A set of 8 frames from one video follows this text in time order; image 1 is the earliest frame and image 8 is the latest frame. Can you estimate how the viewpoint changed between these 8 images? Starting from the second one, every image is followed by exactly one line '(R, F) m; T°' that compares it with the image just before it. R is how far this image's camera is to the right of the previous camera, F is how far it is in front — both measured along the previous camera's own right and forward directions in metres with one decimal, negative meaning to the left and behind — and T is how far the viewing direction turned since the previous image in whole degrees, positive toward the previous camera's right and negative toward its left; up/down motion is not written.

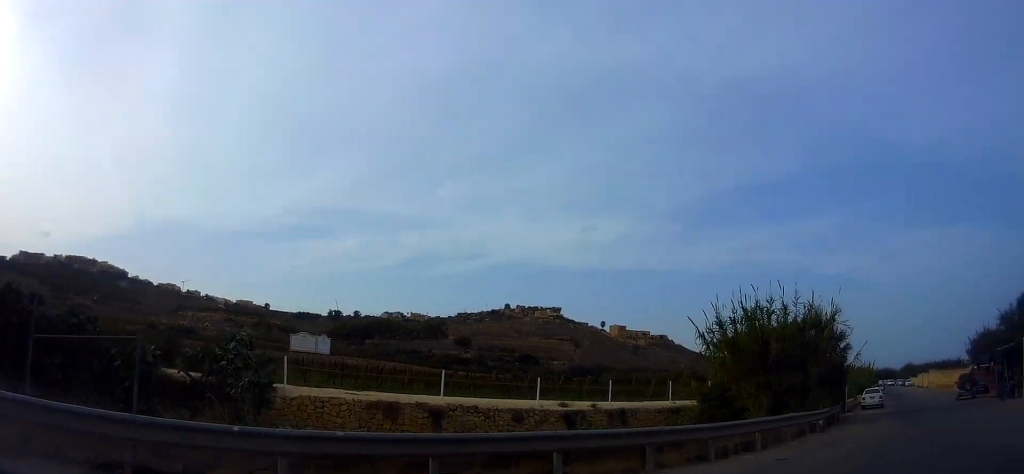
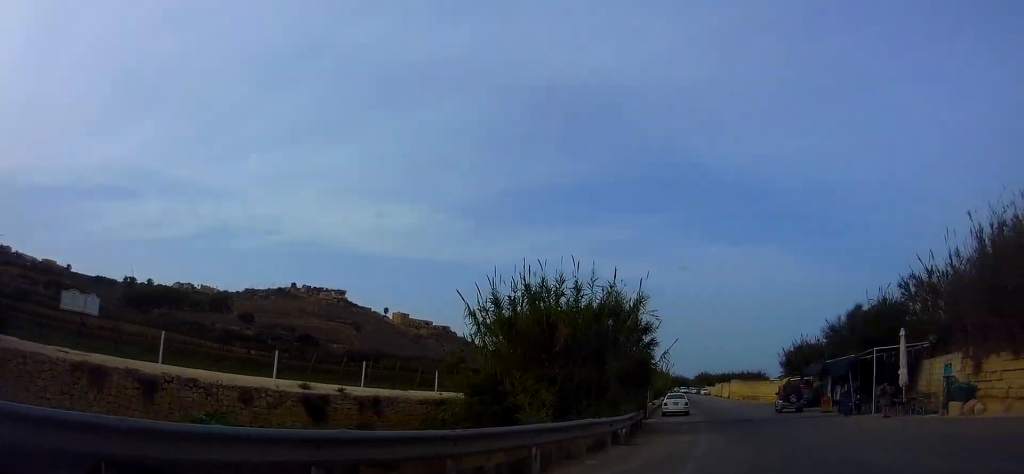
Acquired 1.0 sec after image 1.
(+0.6, +3.2) m; +23°
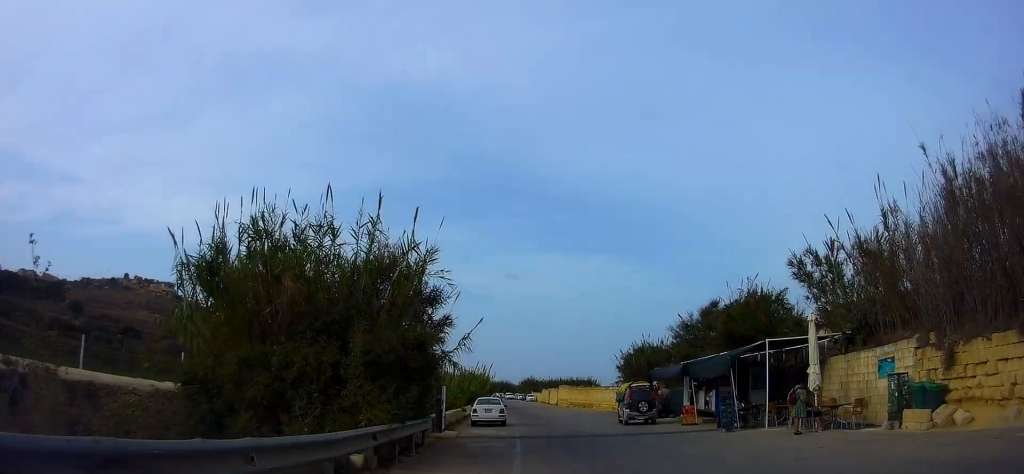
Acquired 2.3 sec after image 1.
(+1.0, +5.5) m; +15°
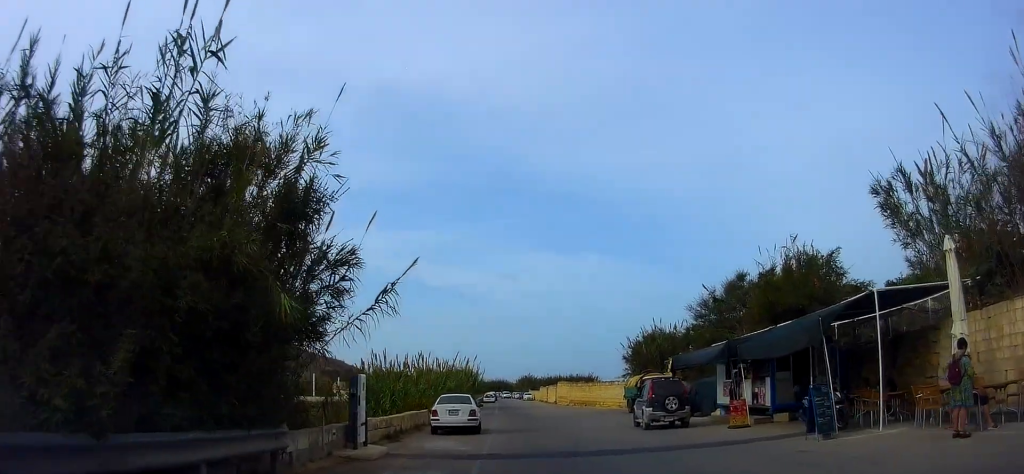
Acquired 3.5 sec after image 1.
(+0.4, +5.2) m; +9°
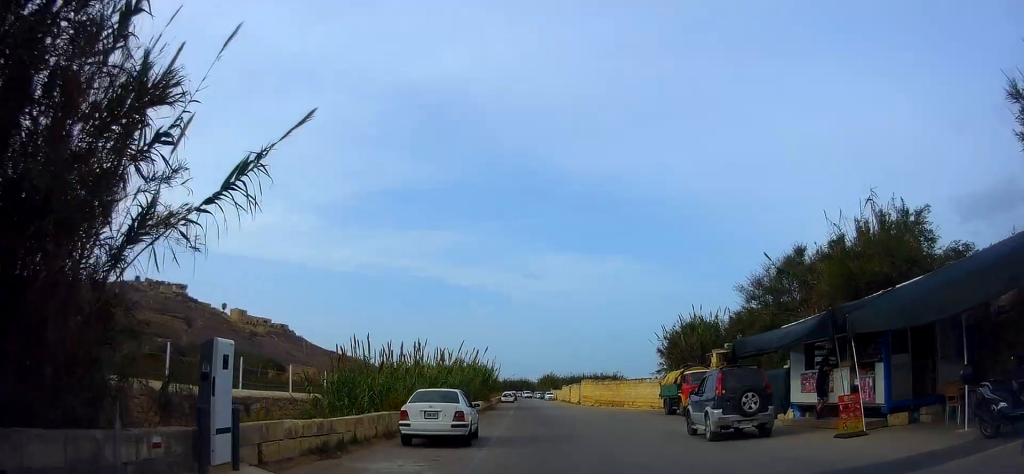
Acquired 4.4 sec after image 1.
(+0.2, +4.7) m; +2°
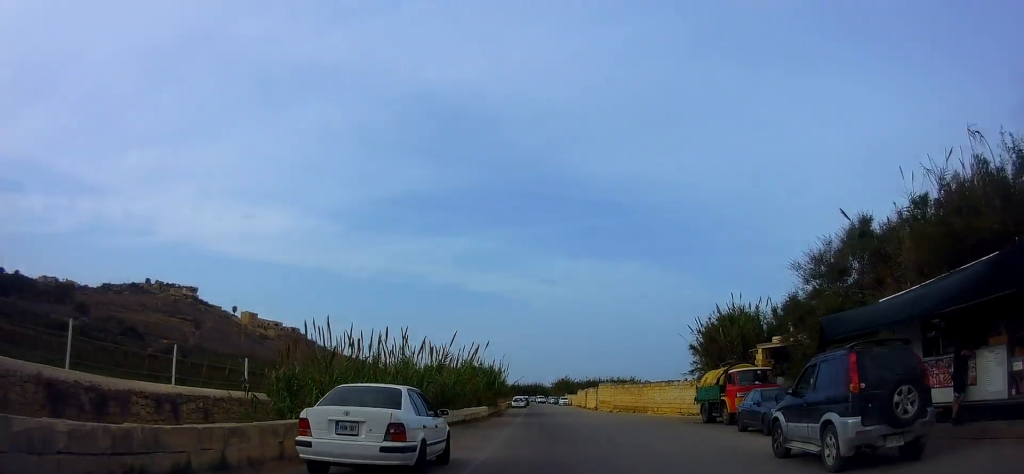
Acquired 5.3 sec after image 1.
(0.0, +5.1) m; -1°
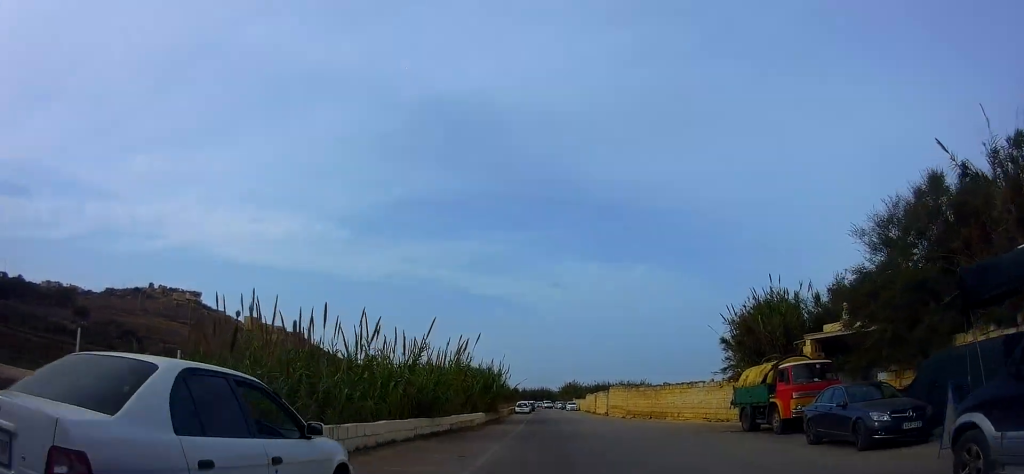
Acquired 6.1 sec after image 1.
(-0.1, +5.1) m; -3°
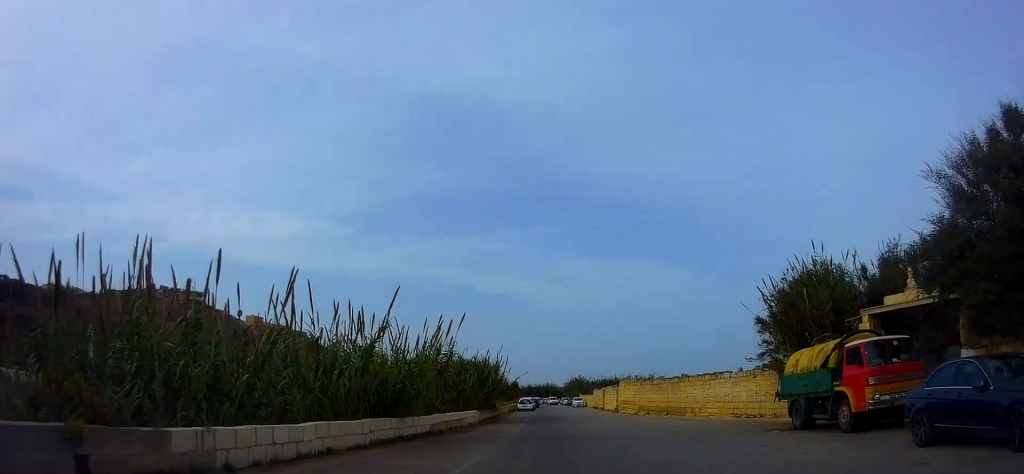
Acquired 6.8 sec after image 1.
(0.0, +4.6) m; -3°
